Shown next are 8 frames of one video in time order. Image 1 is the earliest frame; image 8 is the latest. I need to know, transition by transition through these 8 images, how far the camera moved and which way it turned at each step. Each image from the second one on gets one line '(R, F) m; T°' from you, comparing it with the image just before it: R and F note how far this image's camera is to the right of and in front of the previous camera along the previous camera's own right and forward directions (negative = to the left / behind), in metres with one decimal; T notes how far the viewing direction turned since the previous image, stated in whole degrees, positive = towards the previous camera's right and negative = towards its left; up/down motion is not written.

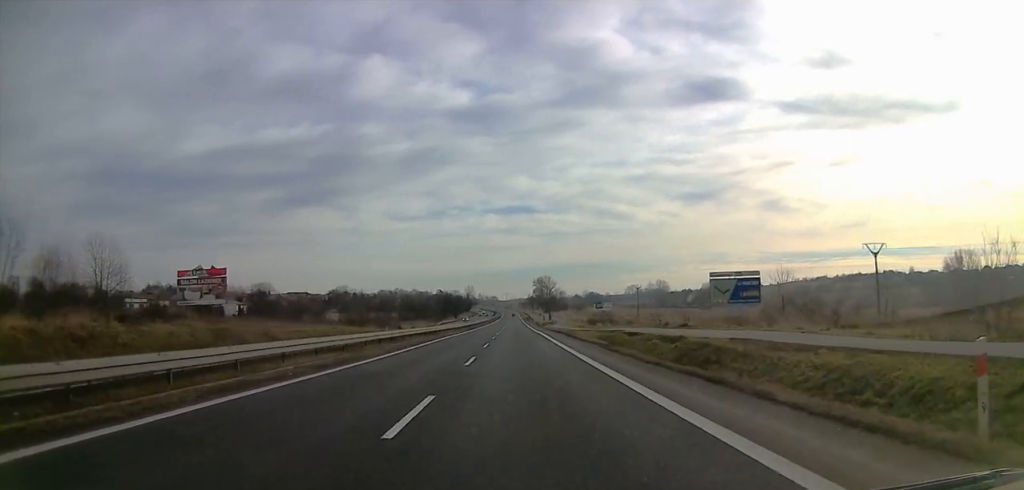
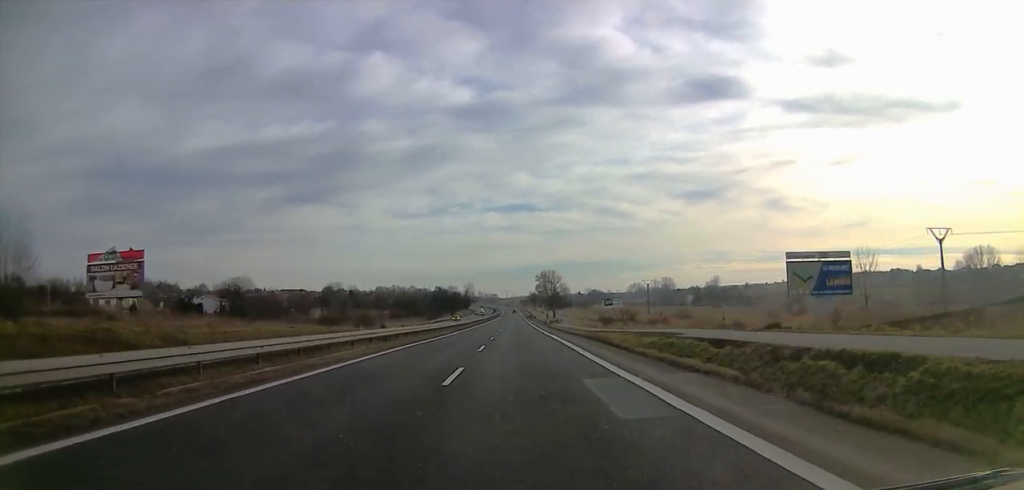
(+0.2, +15.3) m; 0°
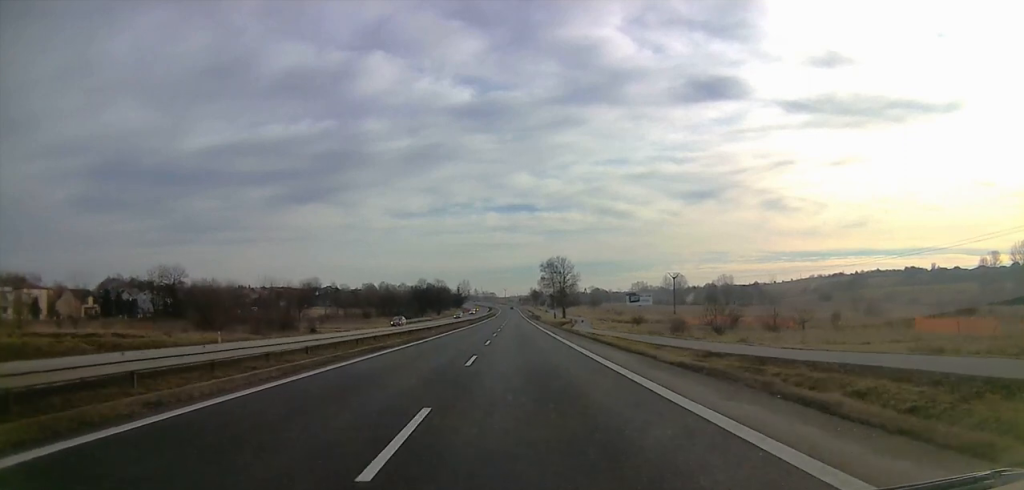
(-1.4, +37.3) m; -1°
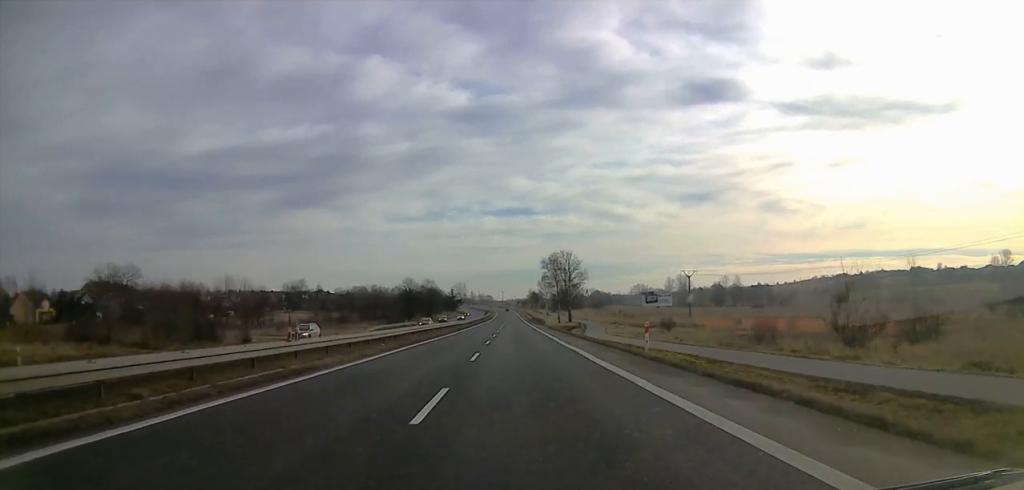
(+1.1, +19.9) m; +3°
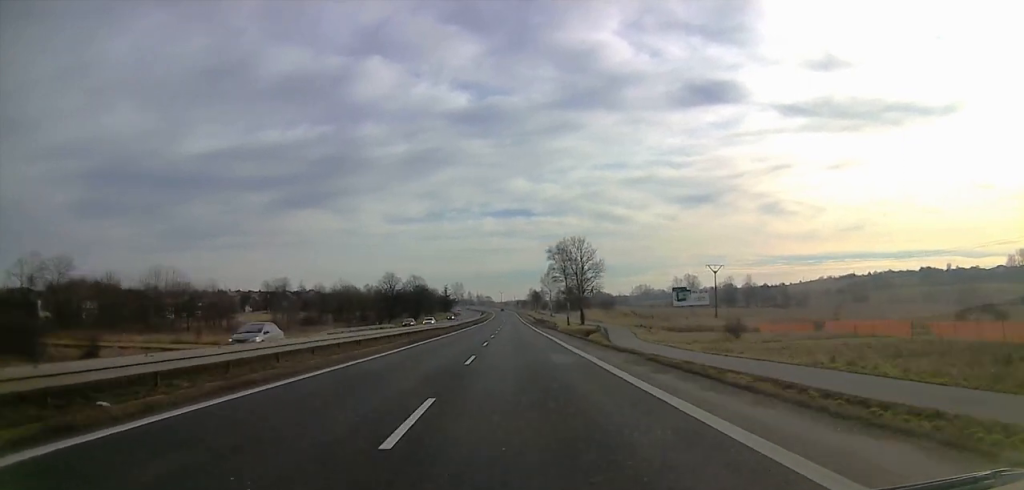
(-0.7, +25.5) m; -4°
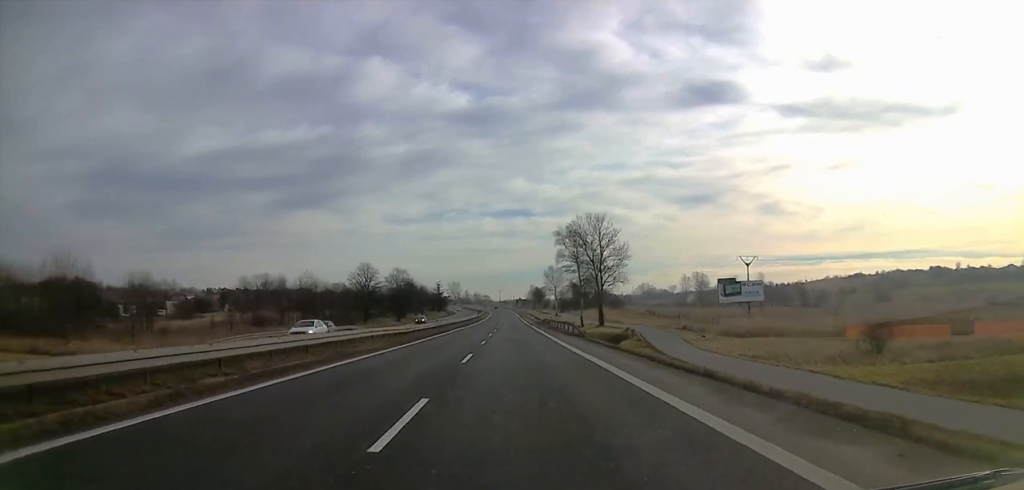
(-0.5, +25.5) m; 0°
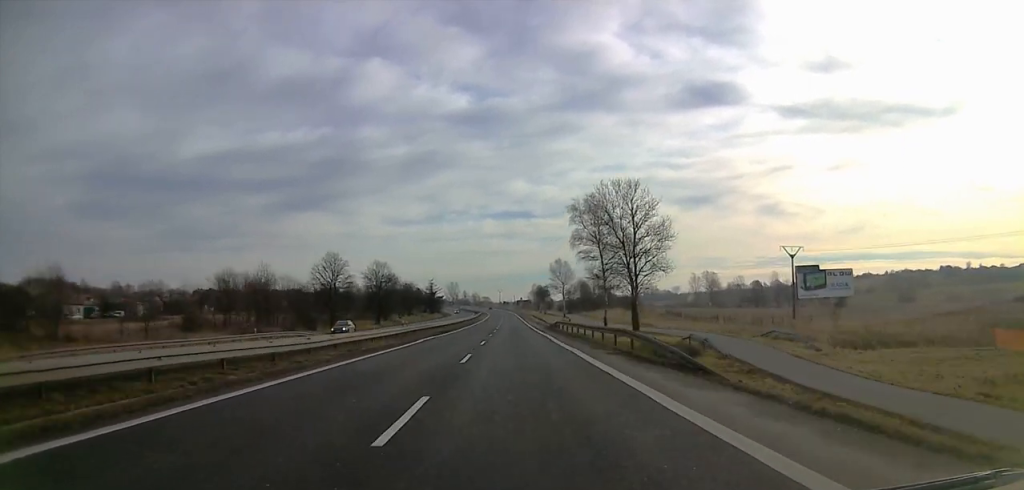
(+0.2, +26.5) m; -1°
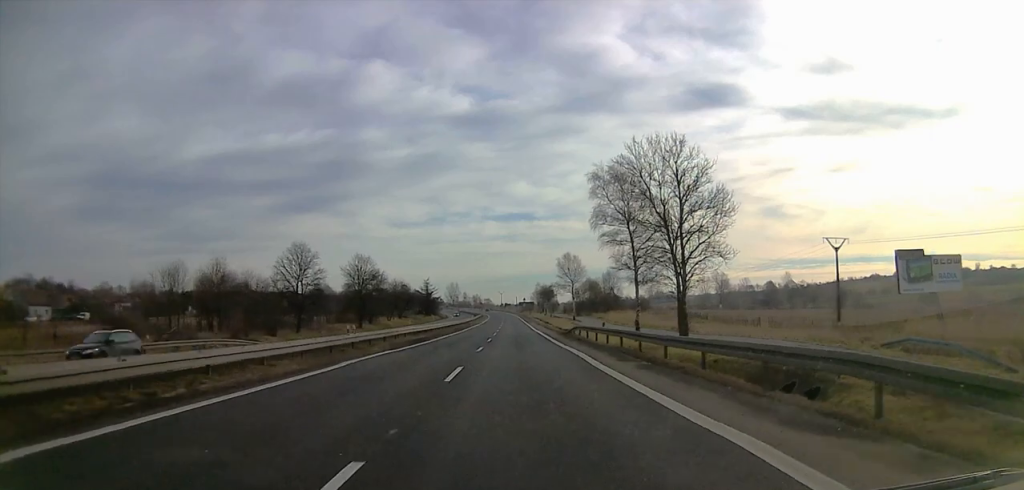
(-0.5, +19.9) m; 0°
